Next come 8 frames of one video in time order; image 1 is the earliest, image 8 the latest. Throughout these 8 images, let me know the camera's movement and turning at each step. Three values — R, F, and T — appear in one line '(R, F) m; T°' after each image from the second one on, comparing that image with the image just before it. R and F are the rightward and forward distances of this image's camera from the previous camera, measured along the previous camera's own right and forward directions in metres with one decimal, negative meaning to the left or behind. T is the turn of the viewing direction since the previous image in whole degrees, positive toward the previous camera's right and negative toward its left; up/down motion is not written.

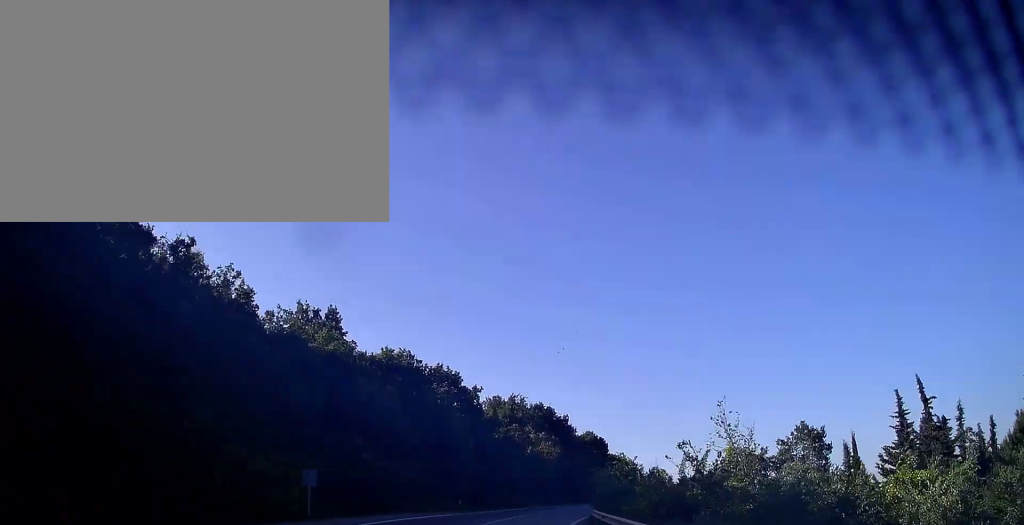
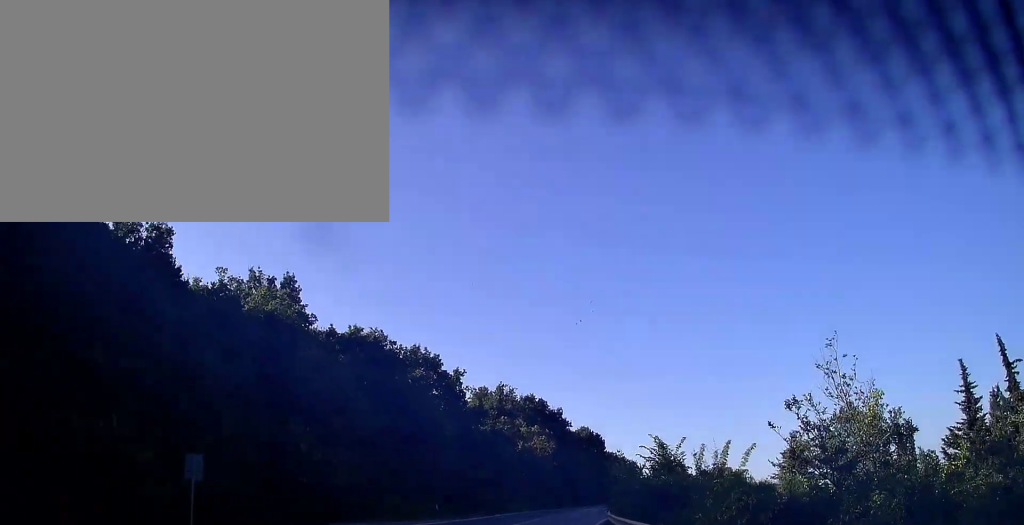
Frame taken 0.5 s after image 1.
(-0.1, +7.4) m; -1°
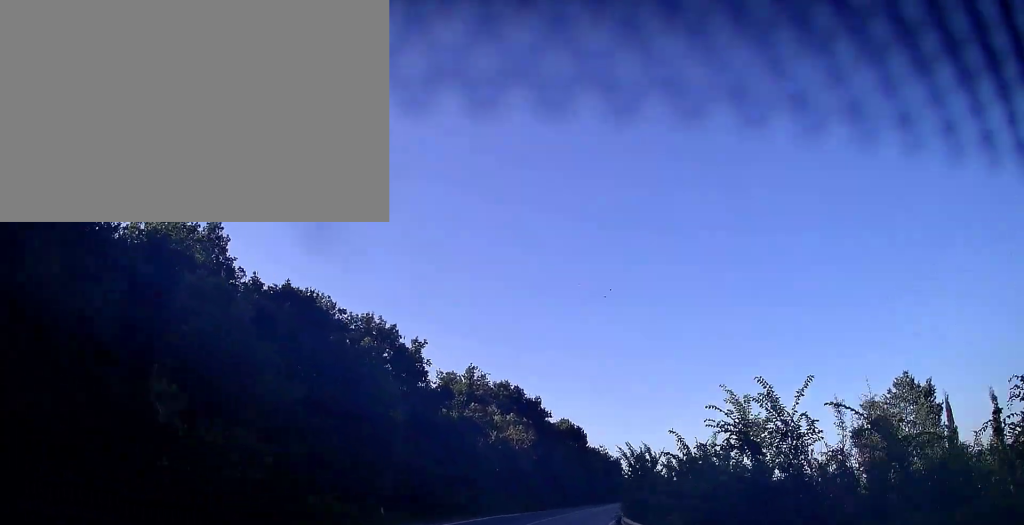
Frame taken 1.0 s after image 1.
(+0.1, +9.0) m; +2°
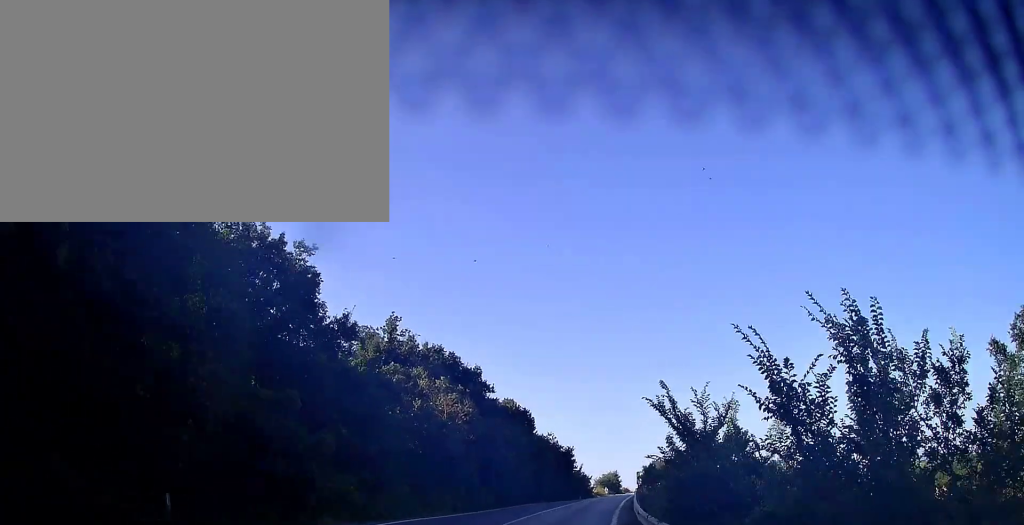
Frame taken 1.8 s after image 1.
(+0.3, +12.7) m; +4°
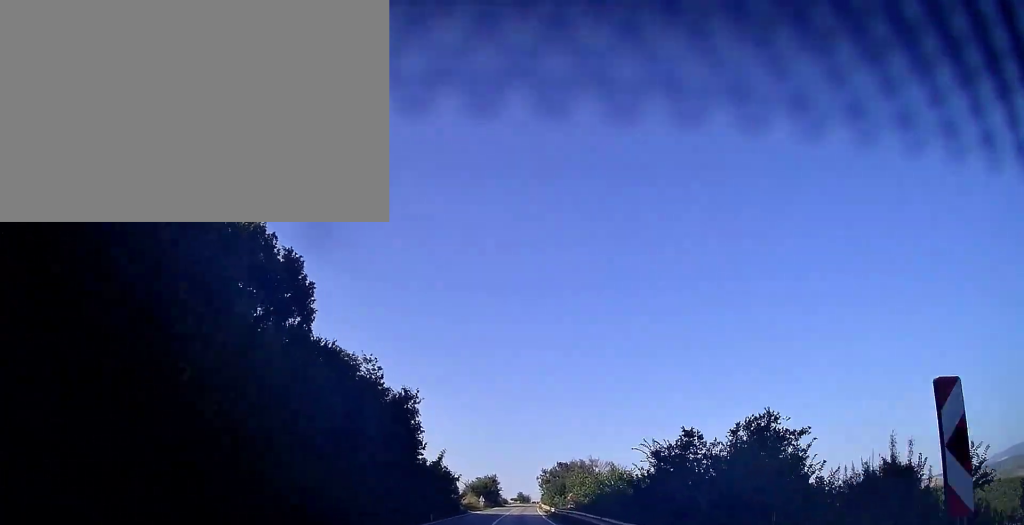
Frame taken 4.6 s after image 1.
(+6.4, +43.2) m; +14°
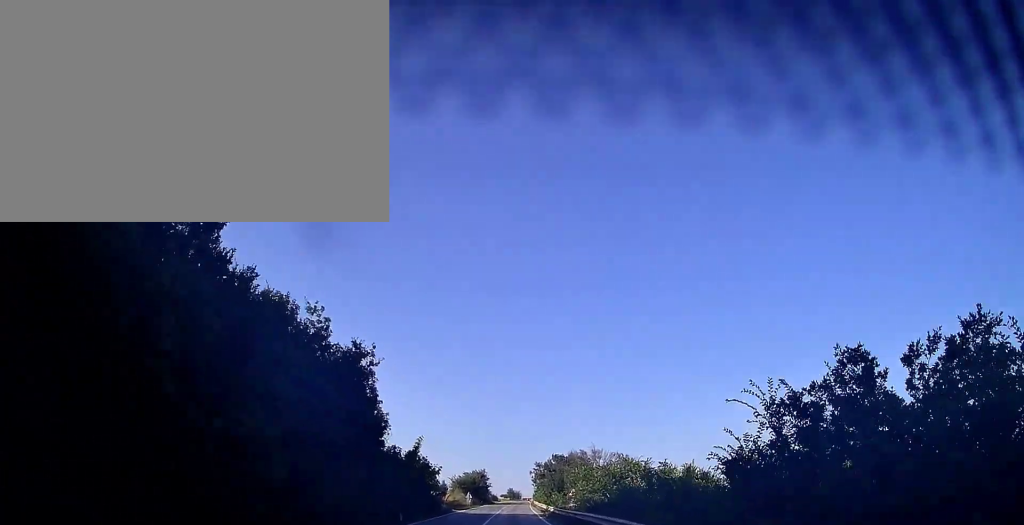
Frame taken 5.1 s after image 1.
(+0.1, +8.6) m; +1°
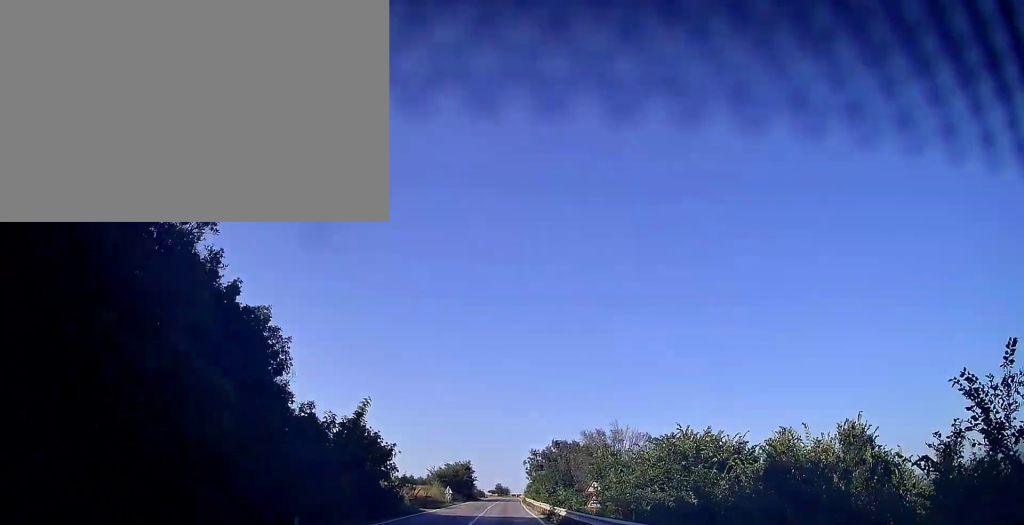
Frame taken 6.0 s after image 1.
(+0.1, +14.2) m; +1°
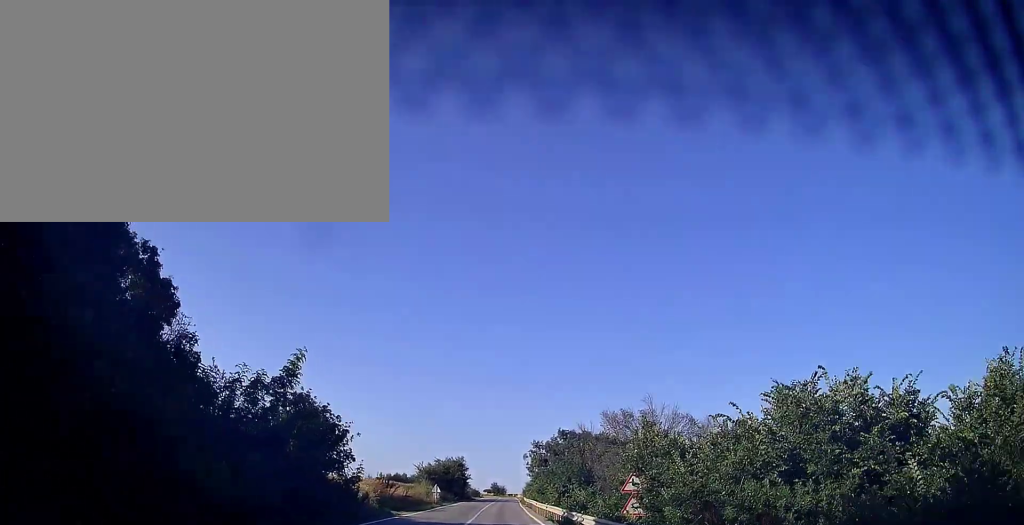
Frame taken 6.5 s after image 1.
(0.0, +8.9) m; +1°
